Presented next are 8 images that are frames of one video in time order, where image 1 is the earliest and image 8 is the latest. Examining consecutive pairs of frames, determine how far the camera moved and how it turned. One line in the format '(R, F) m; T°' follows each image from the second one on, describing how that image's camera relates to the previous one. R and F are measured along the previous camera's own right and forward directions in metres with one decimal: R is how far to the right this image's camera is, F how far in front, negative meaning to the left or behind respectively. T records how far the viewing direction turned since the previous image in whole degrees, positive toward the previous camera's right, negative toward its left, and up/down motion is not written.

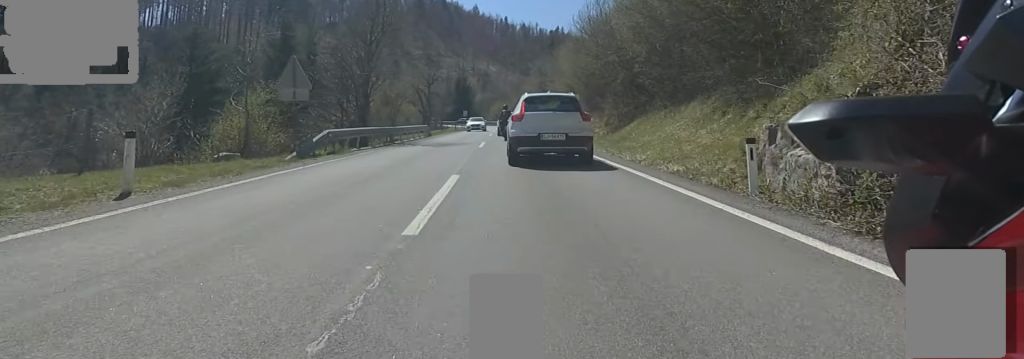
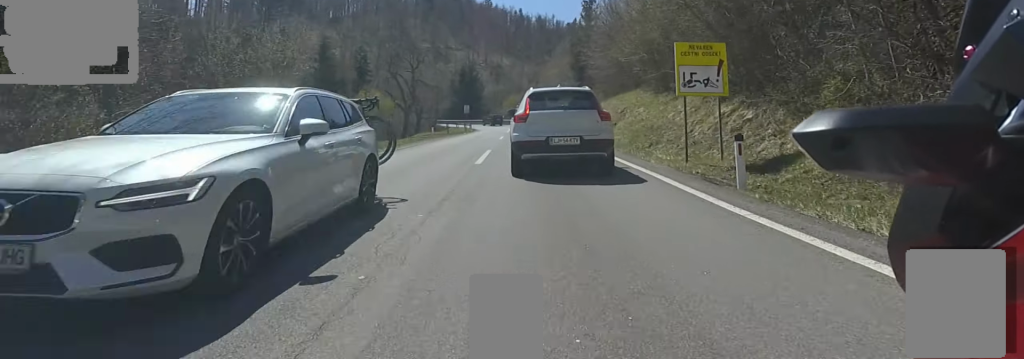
(-1.3, +22.8) m; -4°
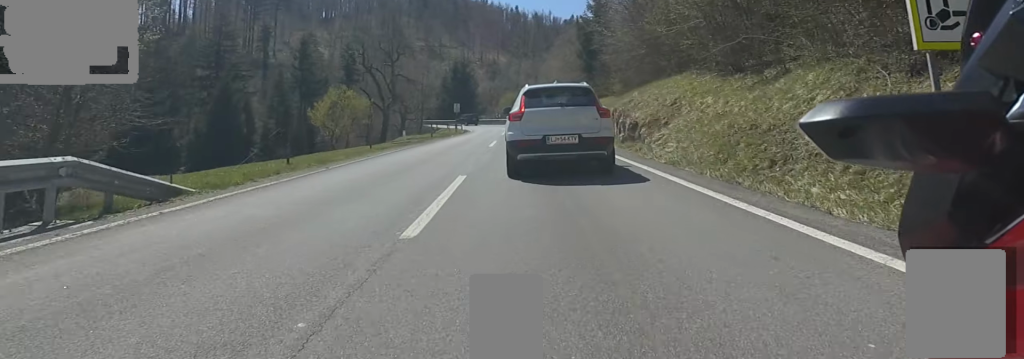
(0.0, +7.5) m; -1°
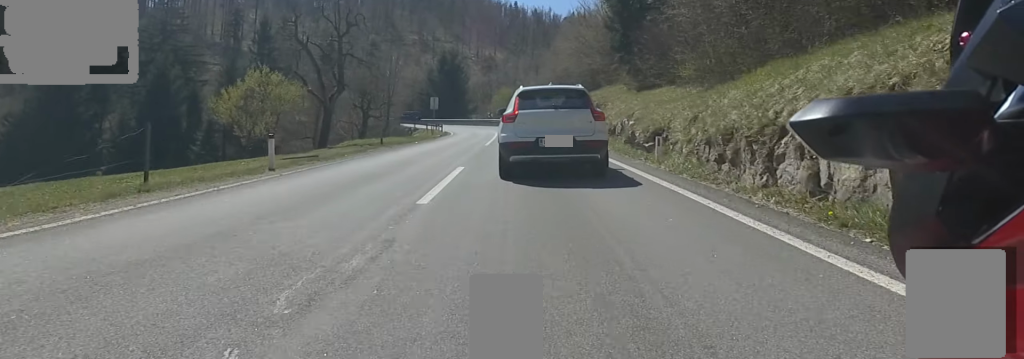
(-0.3, +13.1) m; 0°
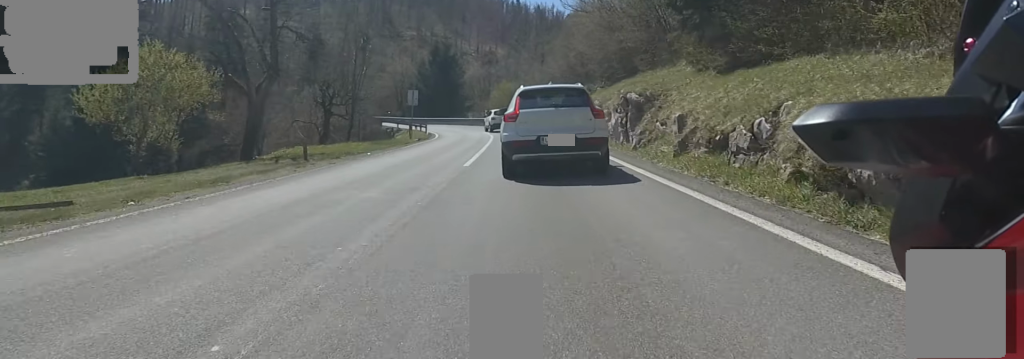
(+0.2, +9.7) m; +1°
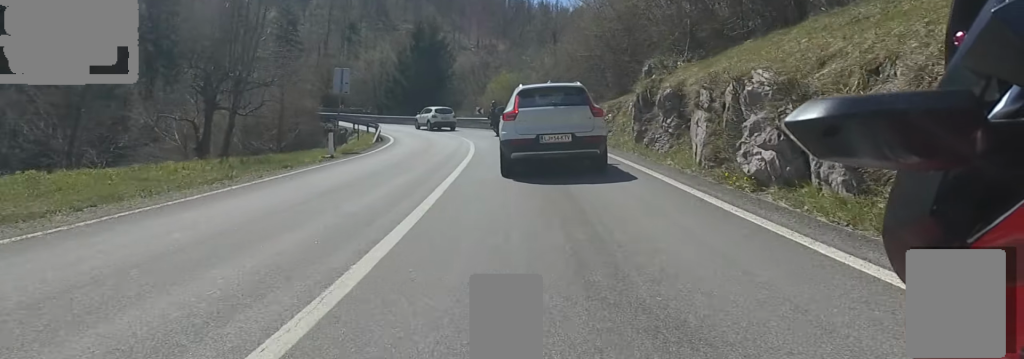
(+0.1, +14.3) m; +4°
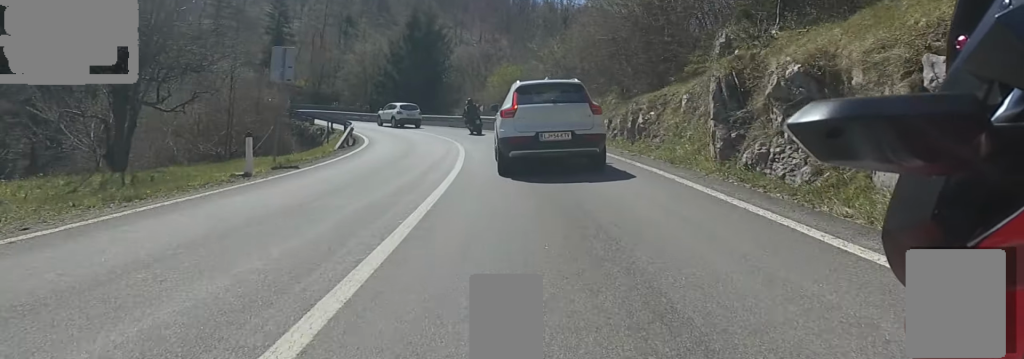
(+0.3, +5.2) m; -2°
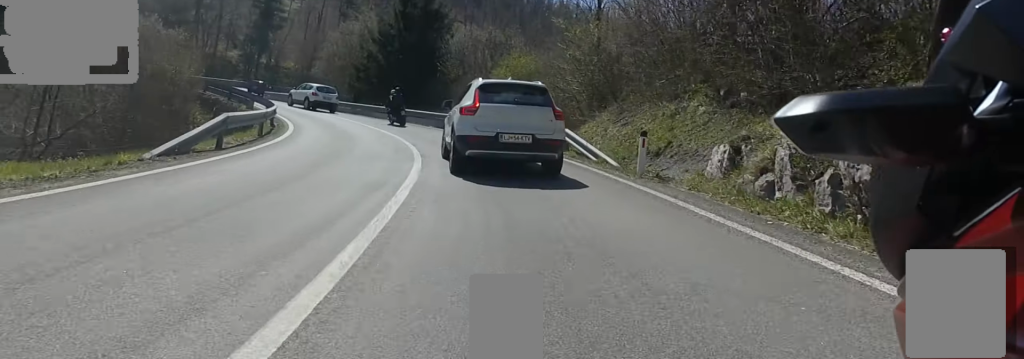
(-0.1, +9.3) m; -8°
